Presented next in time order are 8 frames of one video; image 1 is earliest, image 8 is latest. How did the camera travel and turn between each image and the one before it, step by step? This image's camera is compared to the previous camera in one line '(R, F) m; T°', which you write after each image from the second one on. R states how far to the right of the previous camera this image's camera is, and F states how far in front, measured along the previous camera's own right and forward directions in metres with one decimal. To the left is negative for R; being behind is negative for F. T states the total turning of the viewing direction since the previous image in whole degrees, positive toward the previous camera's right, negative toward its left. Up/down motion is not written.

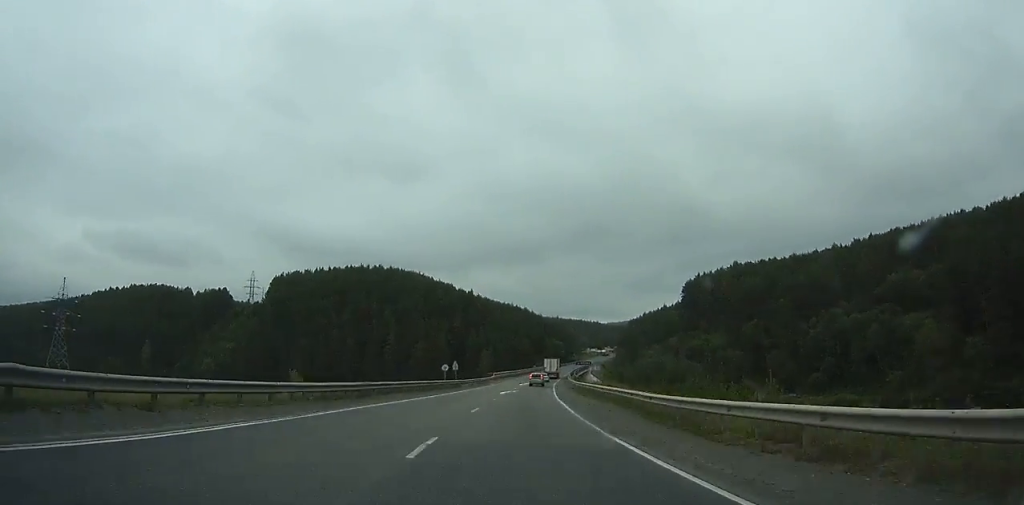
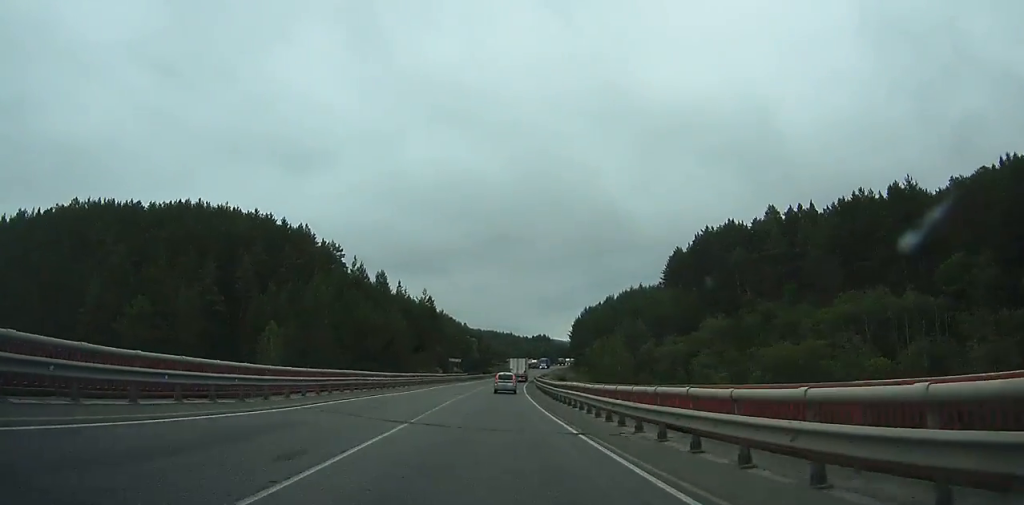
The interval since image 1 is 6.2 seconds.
(+10.7, +126.3) m; +9°
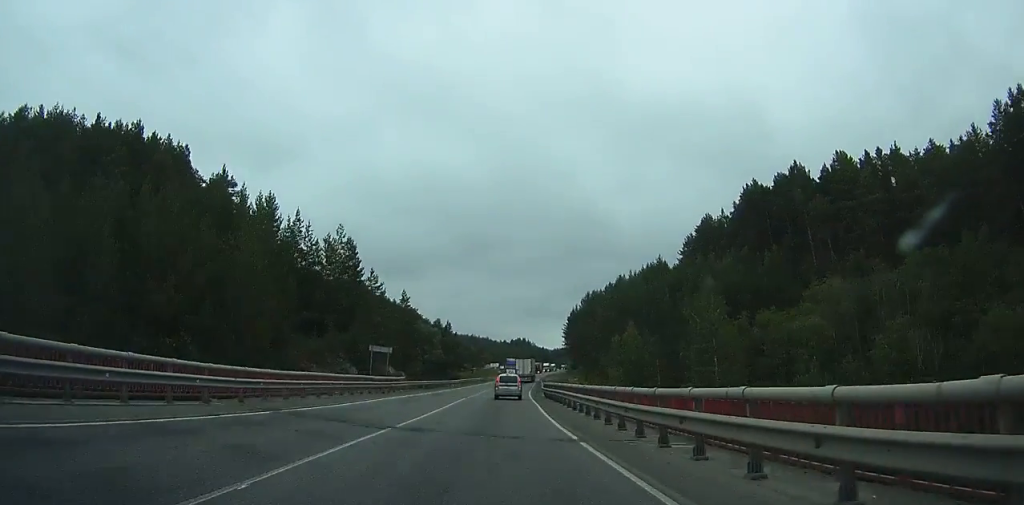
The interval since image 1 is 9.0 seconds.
(+1.1, +50.5) m; +3°
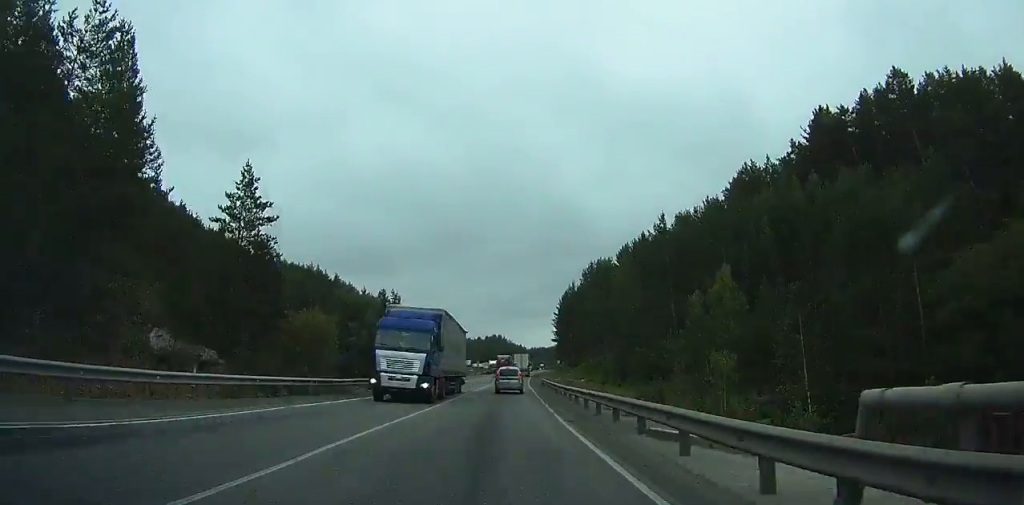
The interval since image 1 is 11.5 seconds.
(+1.0, +41.9) m; +2°
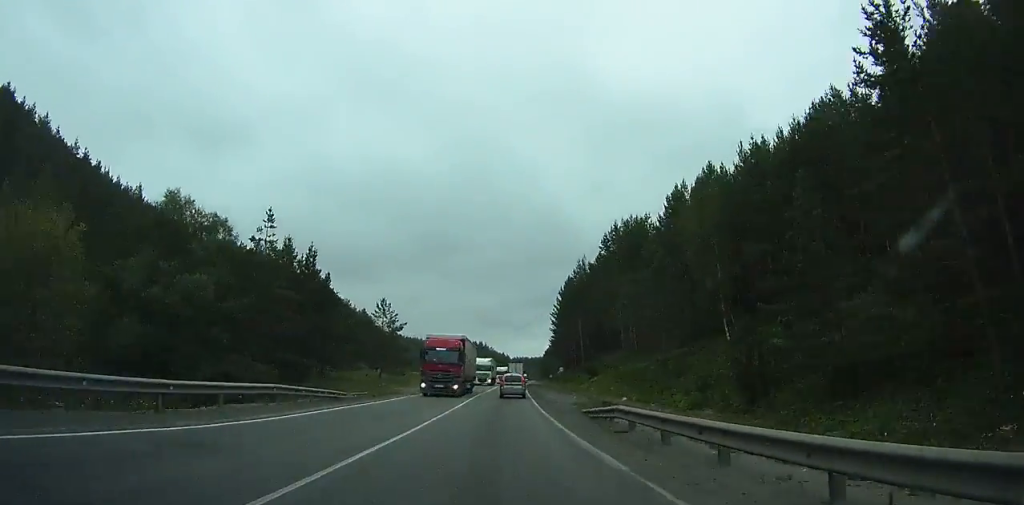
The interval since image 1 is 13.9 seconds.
(+0.9, +38.1) m; +2°
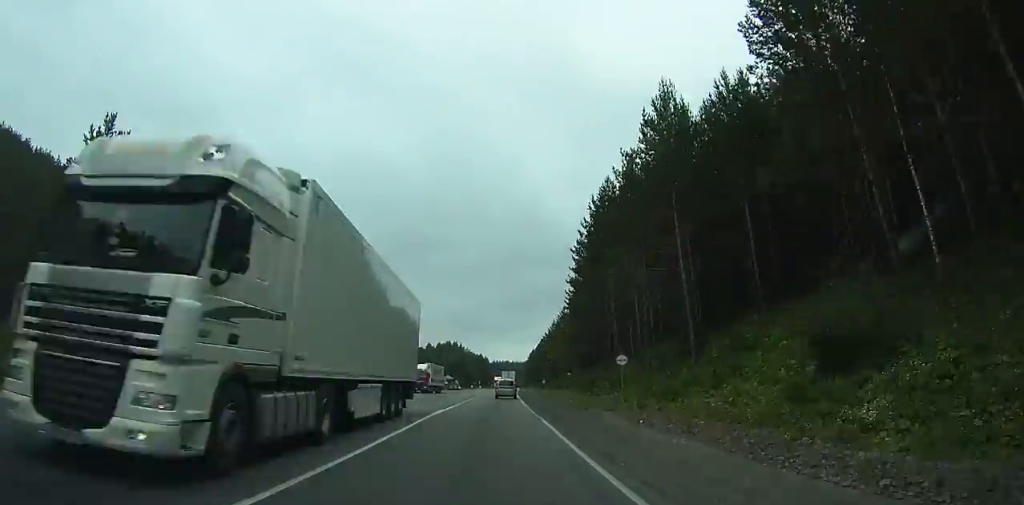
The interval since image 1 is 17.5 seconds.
(+0.7, +54.4) m; +3°
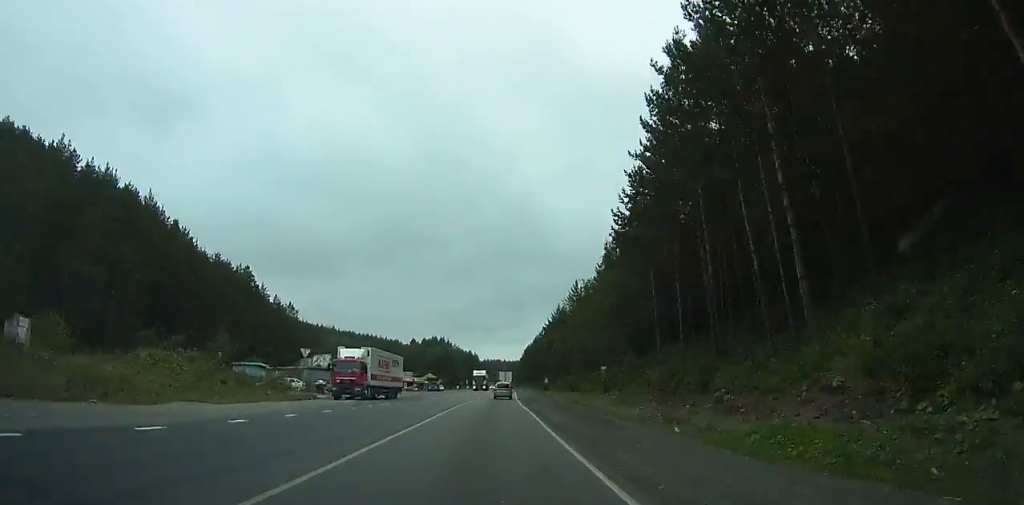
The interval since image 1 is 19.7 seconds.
(+0.5, +32.6) m; +3°
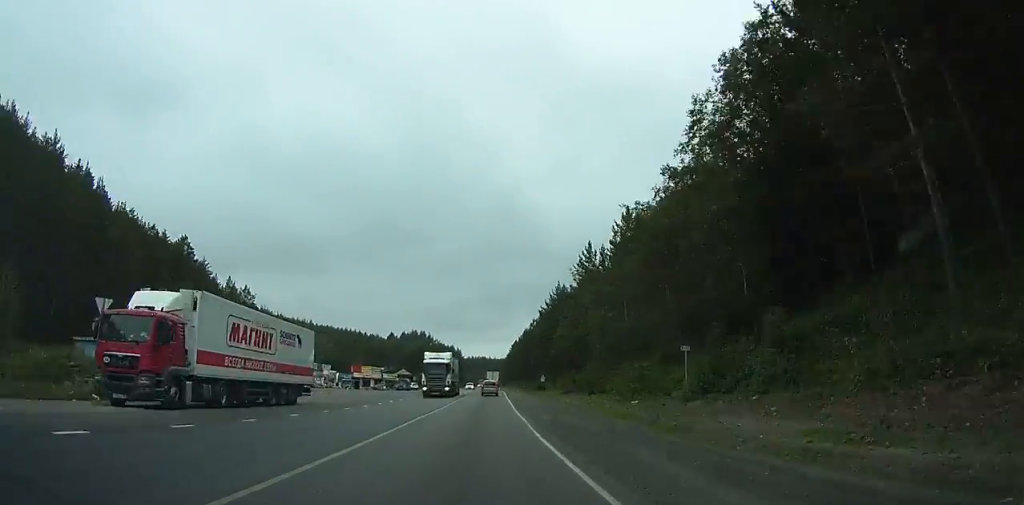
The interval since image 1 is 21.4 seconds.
(+1.6, +25.2) m; -1°
